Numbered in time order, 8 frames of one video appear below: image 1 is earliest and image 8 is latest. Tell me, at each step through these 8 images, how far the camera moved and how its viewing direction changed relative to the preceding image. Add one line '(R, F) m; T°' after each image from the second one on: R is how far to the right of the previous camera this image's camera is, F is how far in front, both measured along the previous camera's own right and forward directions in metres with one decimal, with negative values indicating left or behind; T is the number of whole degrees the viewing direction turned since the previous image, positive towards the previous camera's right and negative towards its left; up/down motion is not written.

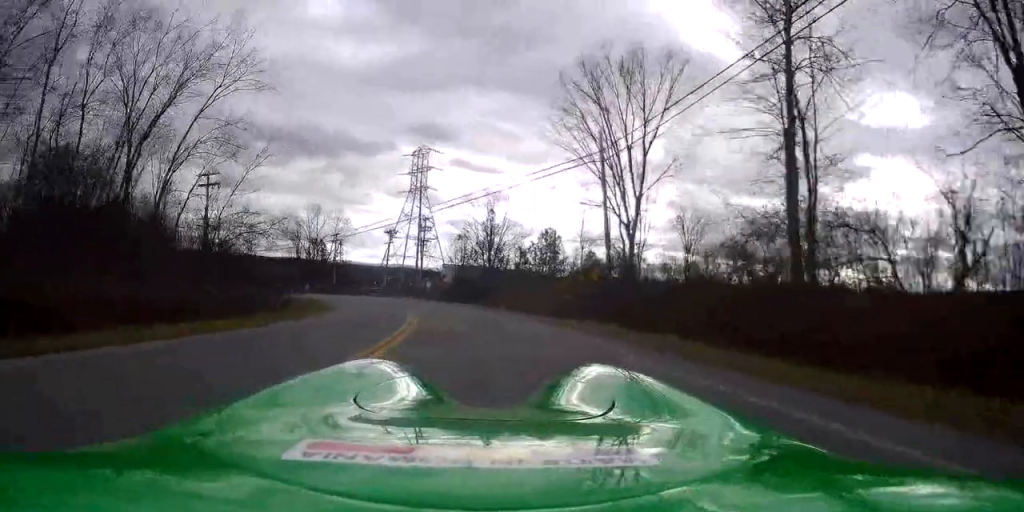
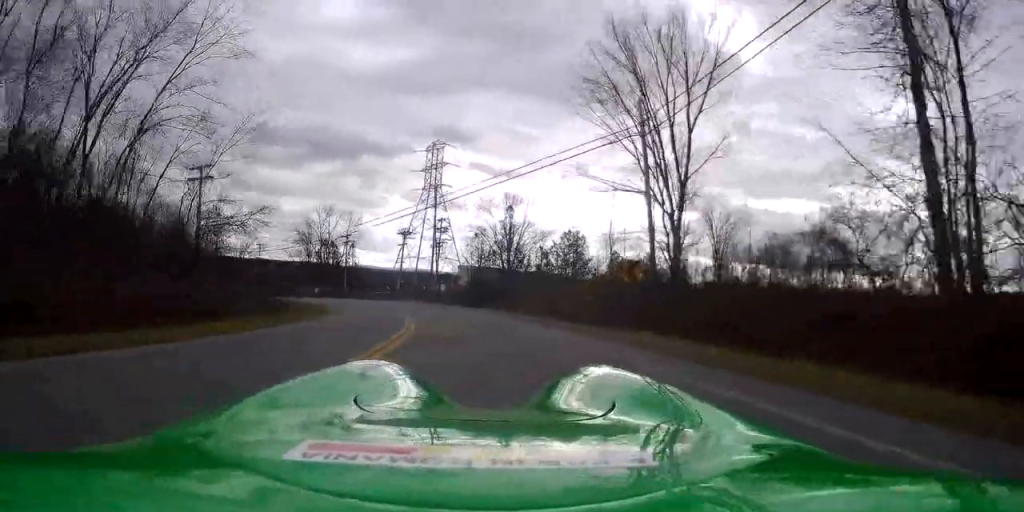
(0.0, +4.3) m; -2°
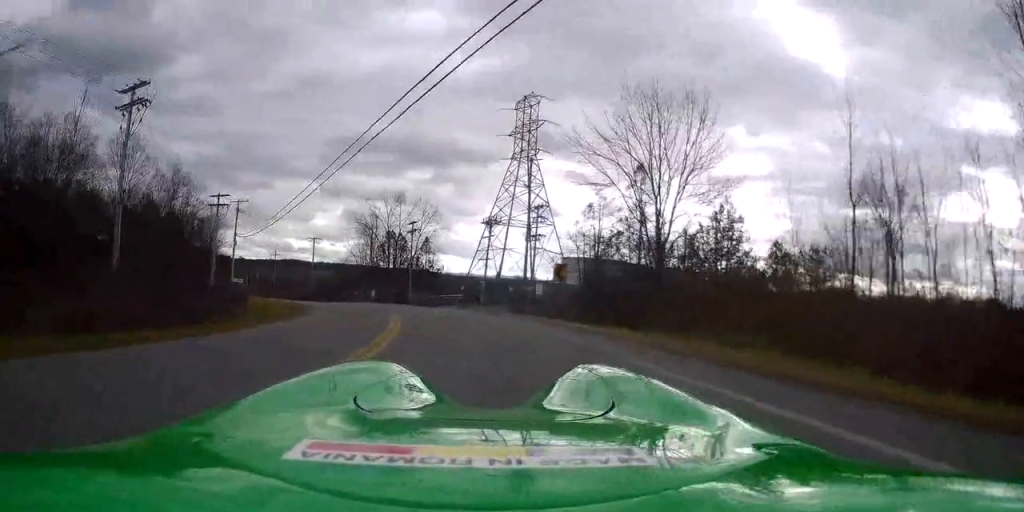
(-1.1, +20.4) m; -8°
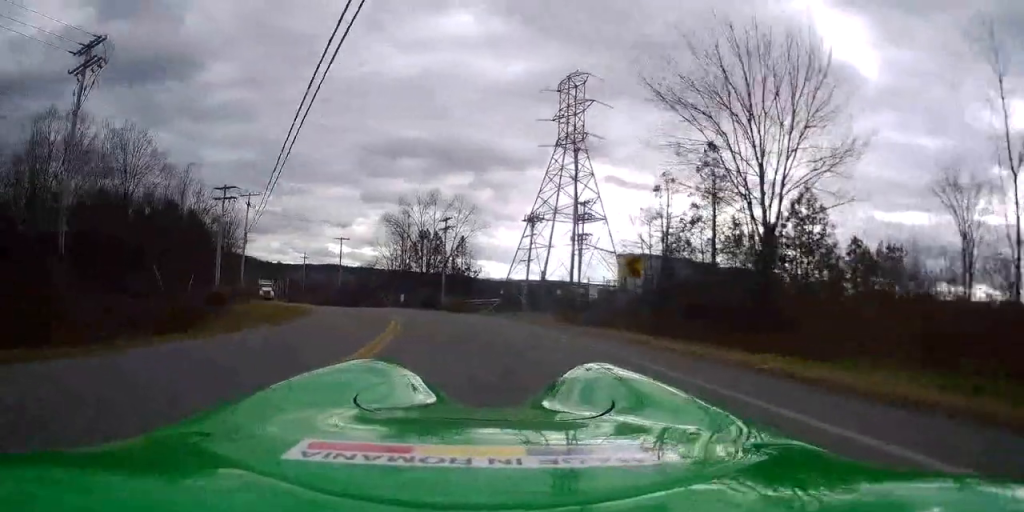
(-0.5, +6.9) m; -4°
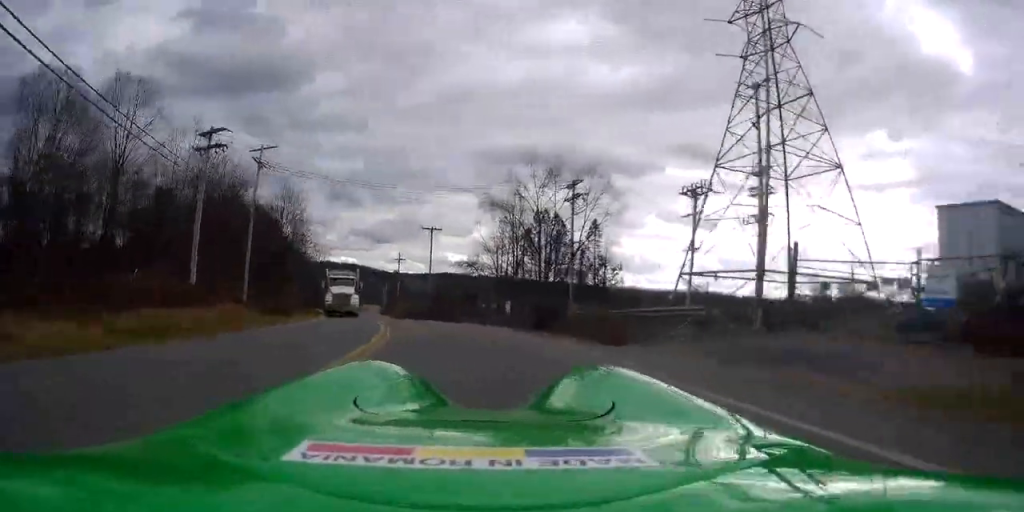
(-1.4, +21.6) m; -12°
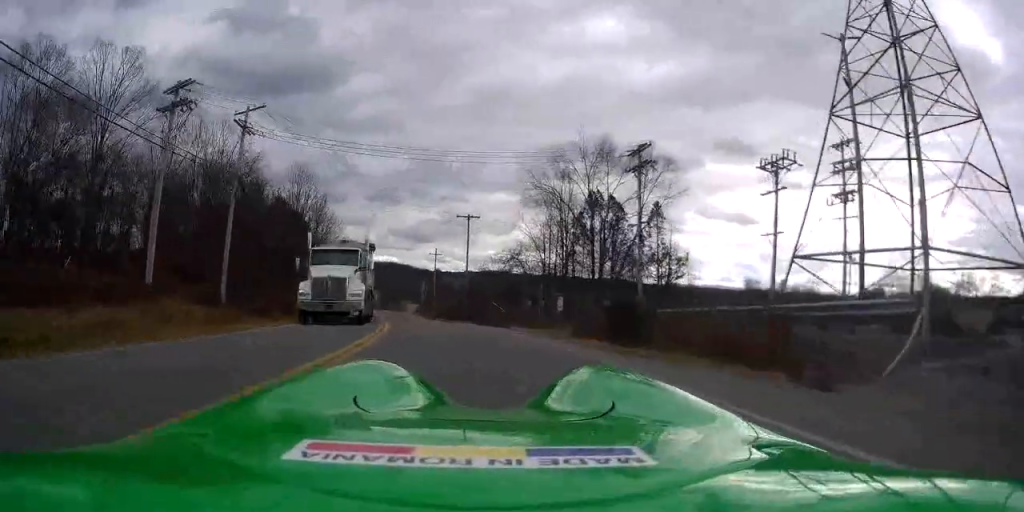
(-0.6, +8.3) m; -4°
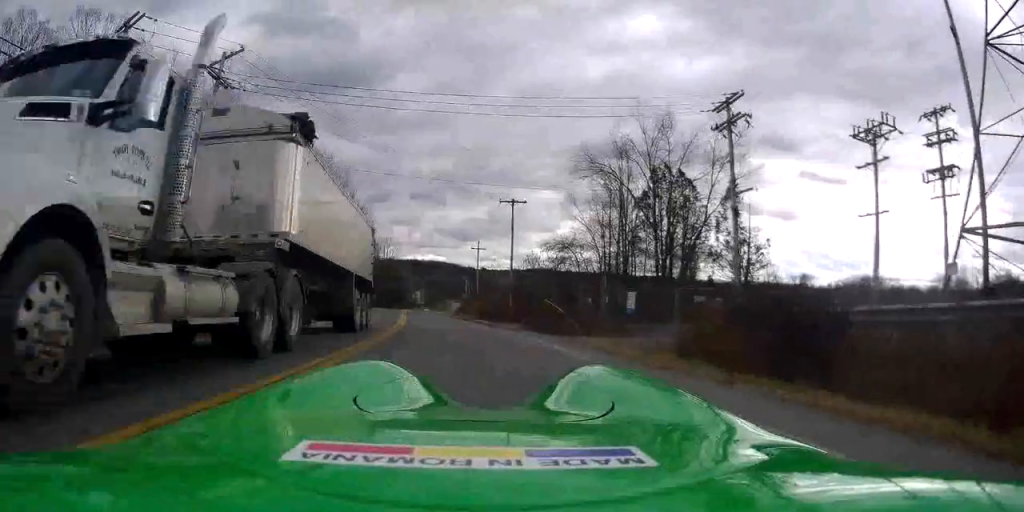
(-0.3, +7.4) m; -3°
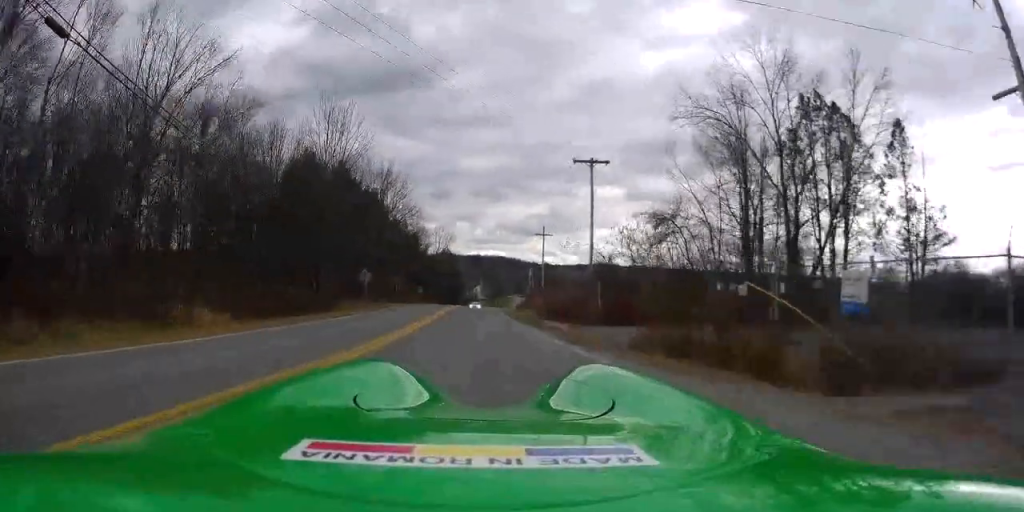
(-0.5, +13.3) m; -6°
